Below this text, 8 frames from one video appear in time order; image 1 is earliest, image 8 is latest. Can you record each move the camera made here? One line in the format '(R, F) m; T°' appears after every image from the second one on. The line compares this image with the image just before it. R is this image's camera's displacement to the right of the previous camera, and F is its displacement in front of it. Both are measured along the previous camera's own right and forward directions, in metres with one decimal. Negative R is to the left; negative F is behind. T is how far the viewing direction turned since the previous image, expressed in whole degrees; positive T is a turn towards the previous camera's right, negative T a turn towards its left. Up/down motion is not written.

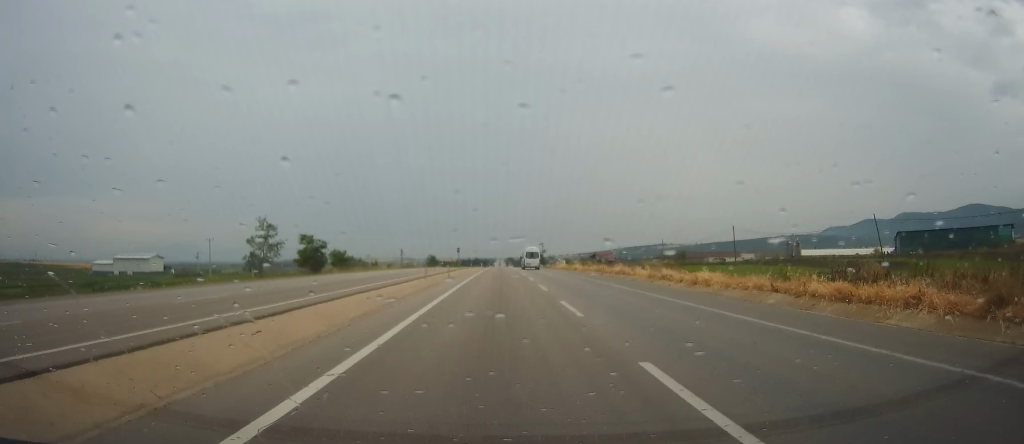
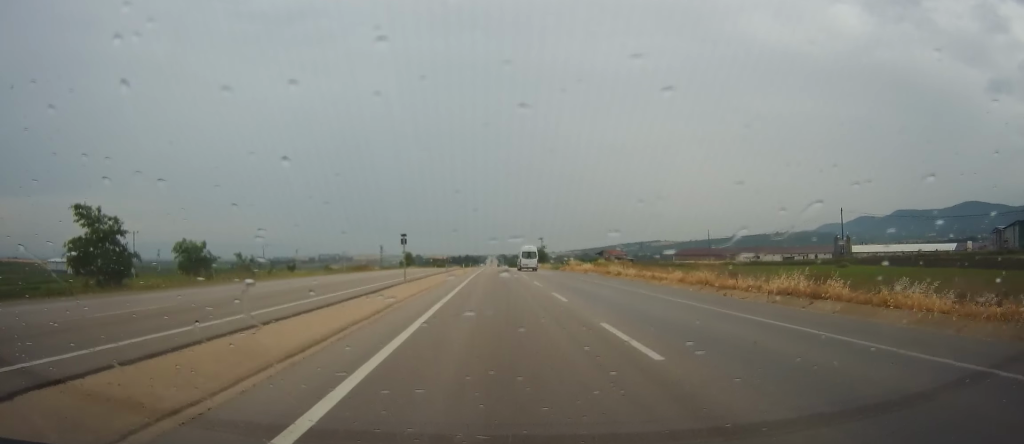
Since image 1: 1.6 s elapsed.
(+0.6, +41.1) m; 0°
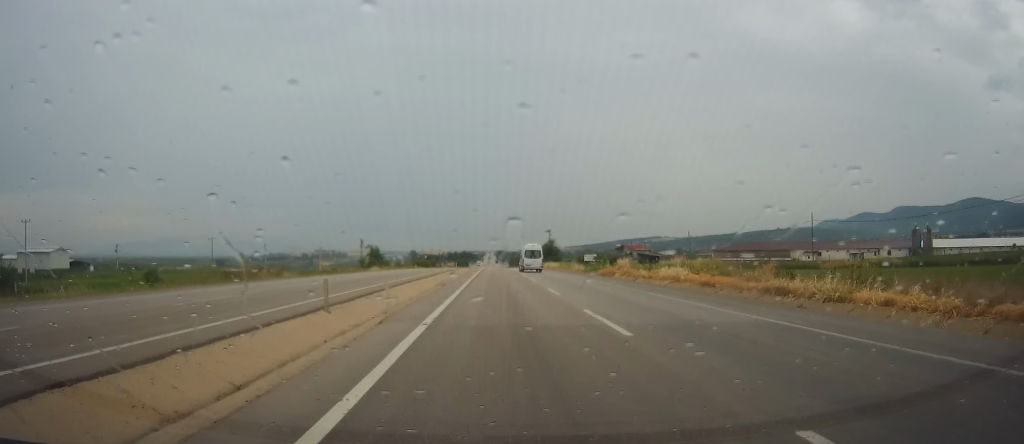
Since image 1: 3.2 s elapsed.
(-0.1, +42.4) m; 0°
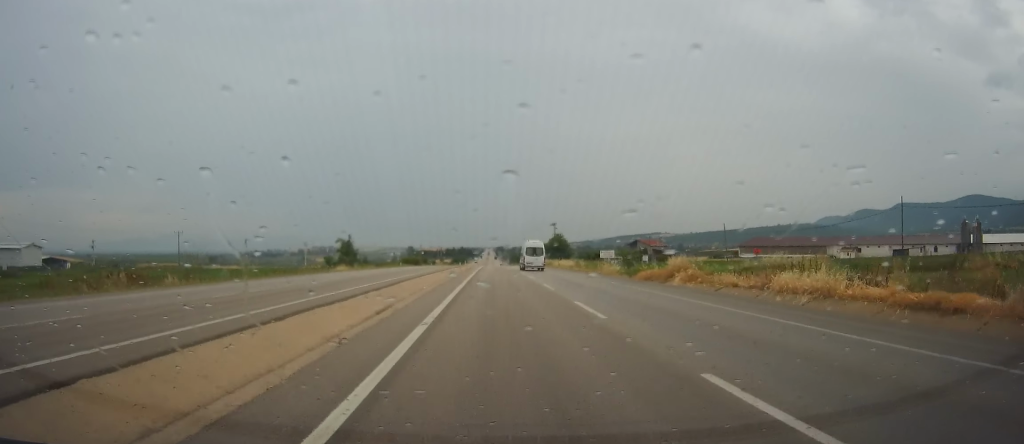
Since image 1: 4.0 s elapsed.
(+0.1, +21.8) m; 0°
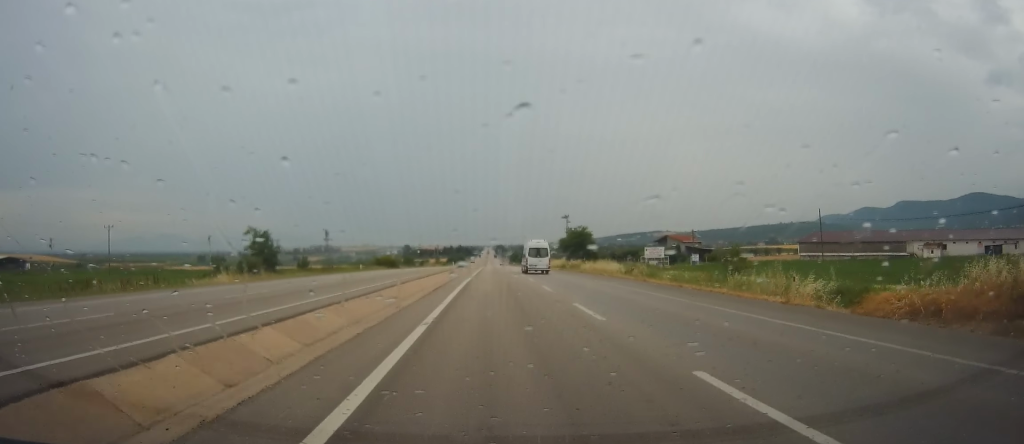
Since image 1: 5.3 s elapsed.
(0.0, +34.5) m; +1°
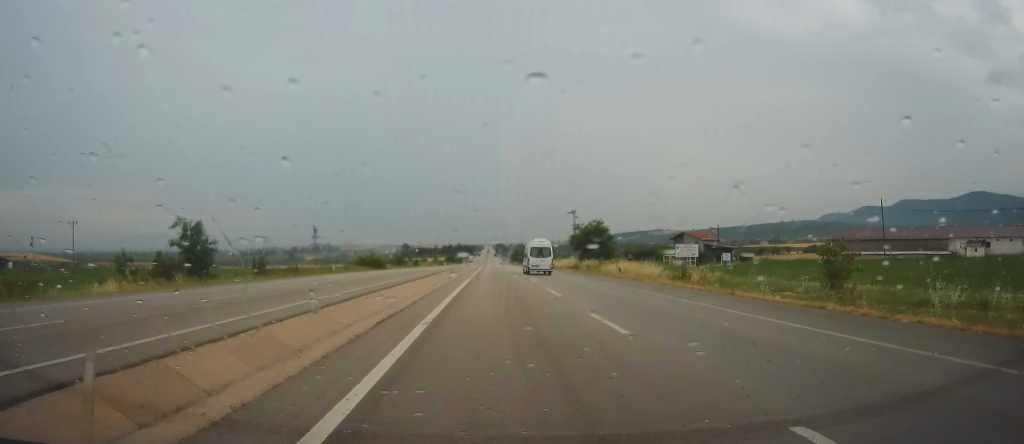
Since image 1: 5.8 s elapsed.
(-0.1, +13.7) m; +1°
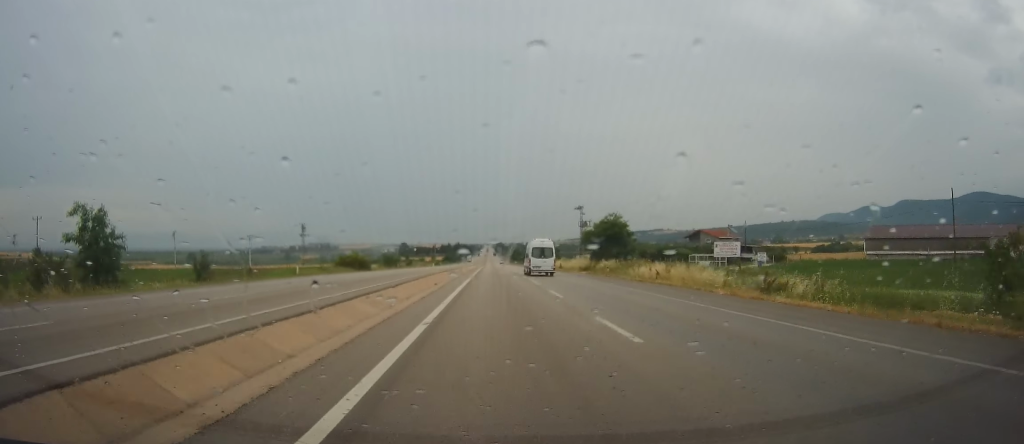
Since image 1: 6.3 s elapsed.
(+0.2, +13.1) m; 0°
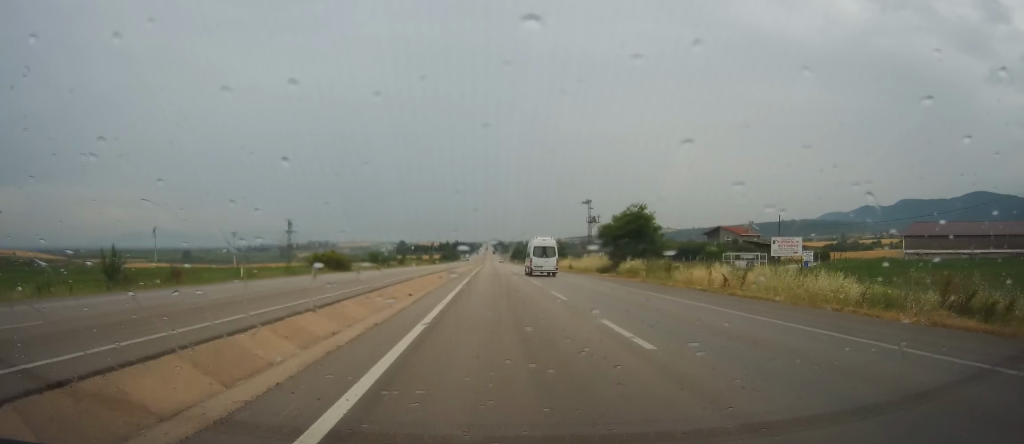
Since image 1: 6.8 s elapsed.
(+0.2, +12.2) m; 0°
